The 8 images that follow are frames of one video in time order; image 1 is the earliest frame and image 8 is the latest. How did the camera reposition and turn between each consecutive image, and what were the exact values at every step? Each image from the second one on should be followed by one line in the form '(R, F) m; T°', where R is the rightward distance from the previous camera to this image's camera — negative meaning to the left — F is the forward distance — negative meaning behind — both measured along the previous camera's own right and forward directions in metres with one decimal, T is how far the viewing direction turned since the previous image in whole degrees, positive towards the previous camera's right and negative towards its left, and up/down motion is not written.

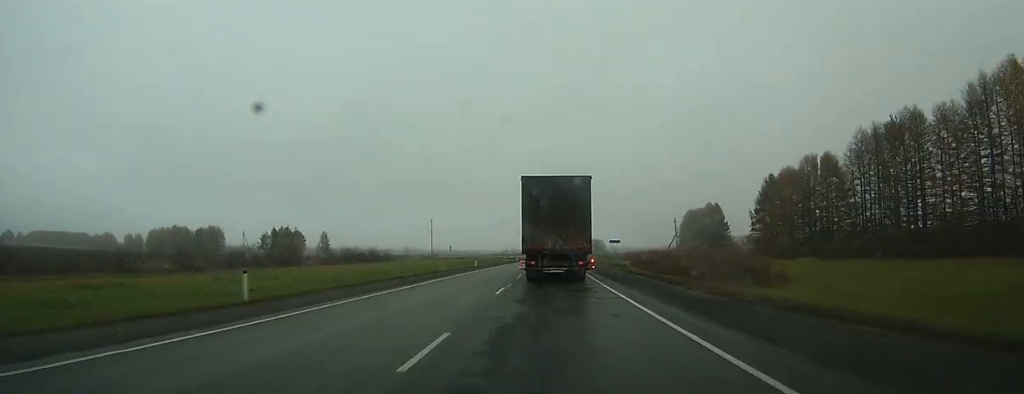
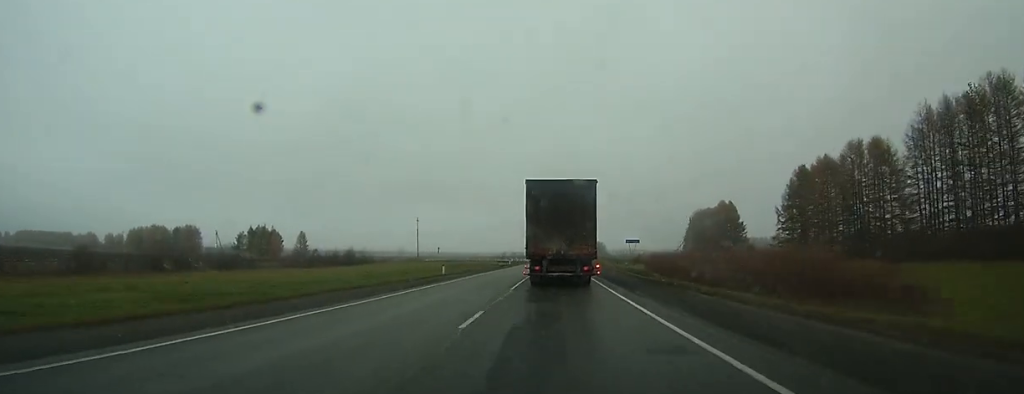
(0.0, +20.4) m; 0°
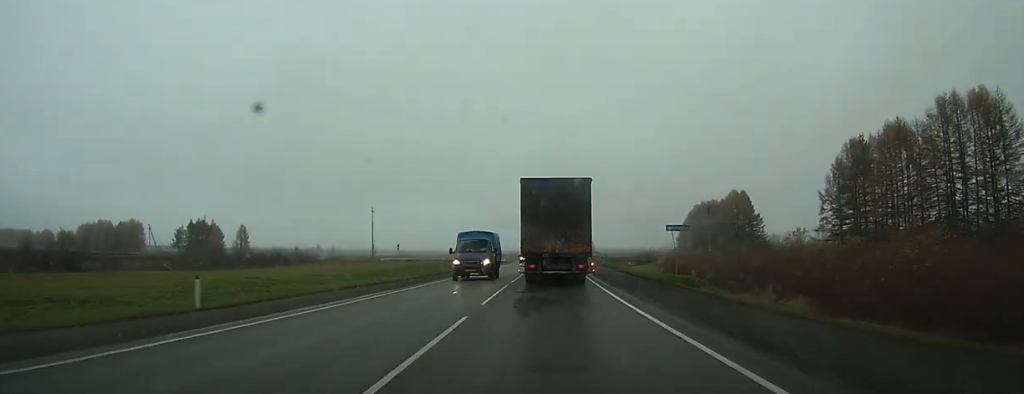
(+0.1, +32.7) m; +1°
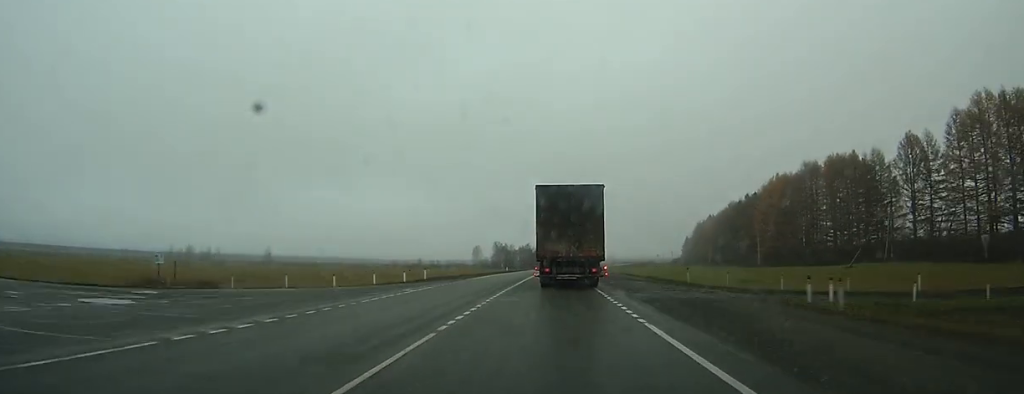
(+3.9, +125.6) m; +3°
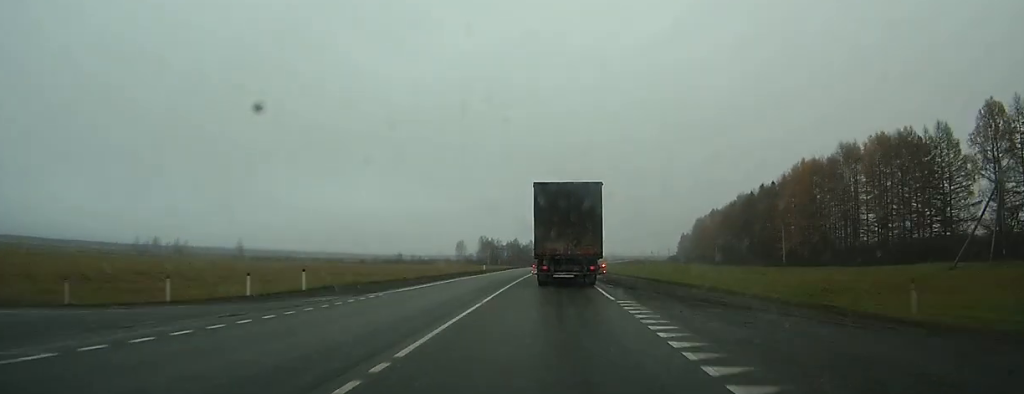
(+0.1, +21.2) m; +1°
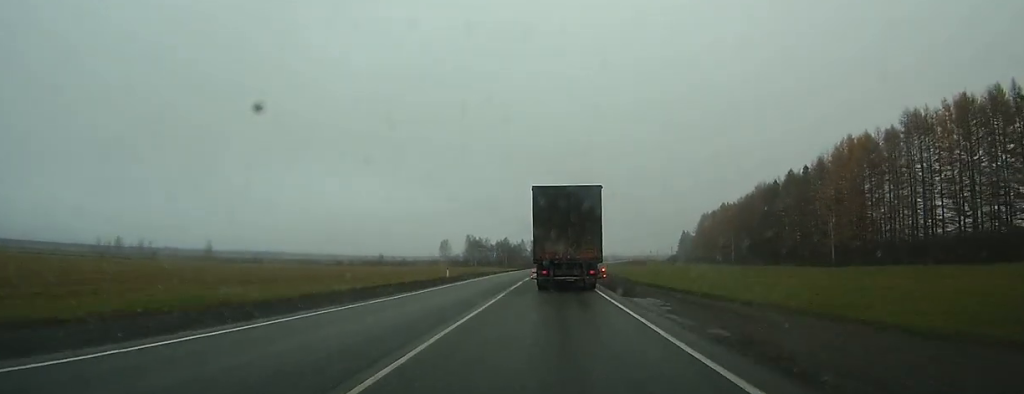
(+0.1, +25.1) m; +1°
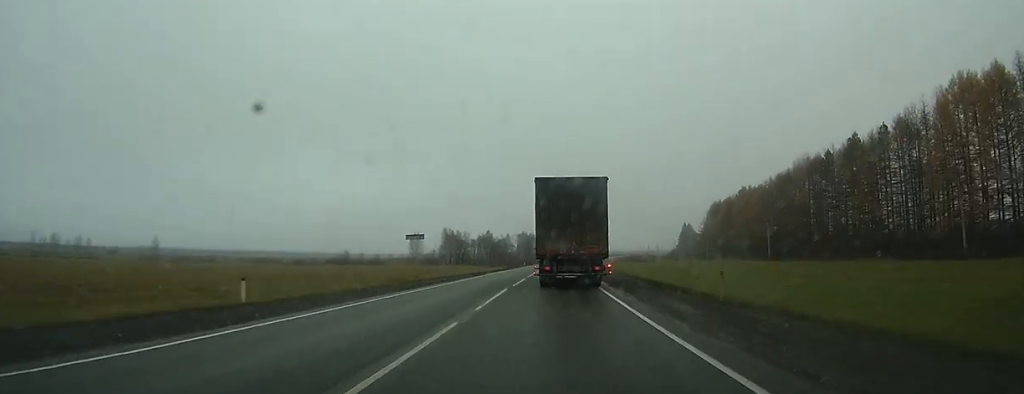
(+0.4, +36.5) m; +1°
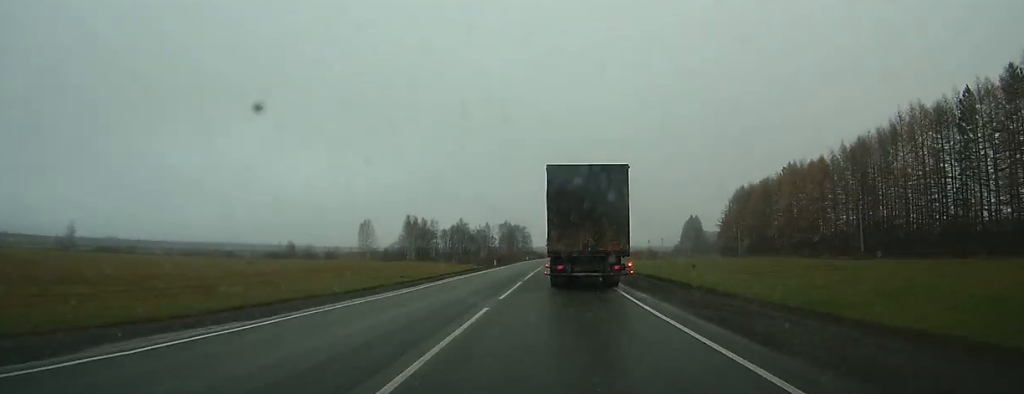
(+0.6, +45.7) m; +1°
